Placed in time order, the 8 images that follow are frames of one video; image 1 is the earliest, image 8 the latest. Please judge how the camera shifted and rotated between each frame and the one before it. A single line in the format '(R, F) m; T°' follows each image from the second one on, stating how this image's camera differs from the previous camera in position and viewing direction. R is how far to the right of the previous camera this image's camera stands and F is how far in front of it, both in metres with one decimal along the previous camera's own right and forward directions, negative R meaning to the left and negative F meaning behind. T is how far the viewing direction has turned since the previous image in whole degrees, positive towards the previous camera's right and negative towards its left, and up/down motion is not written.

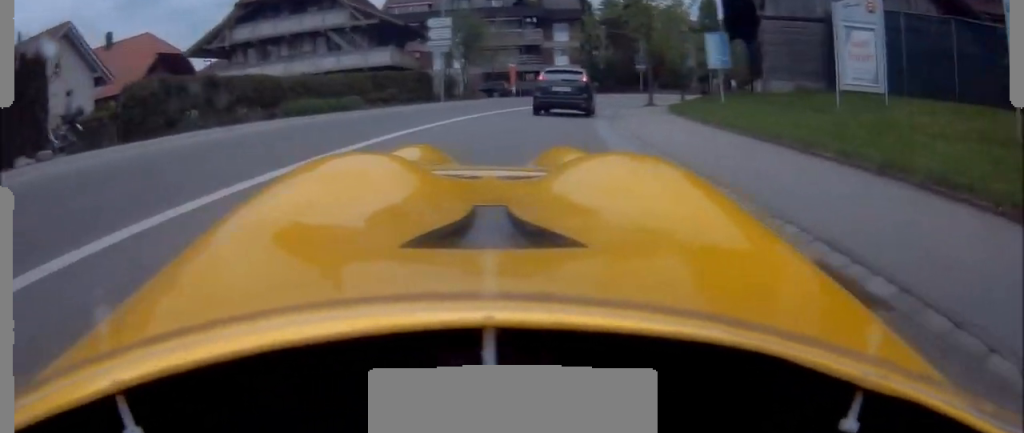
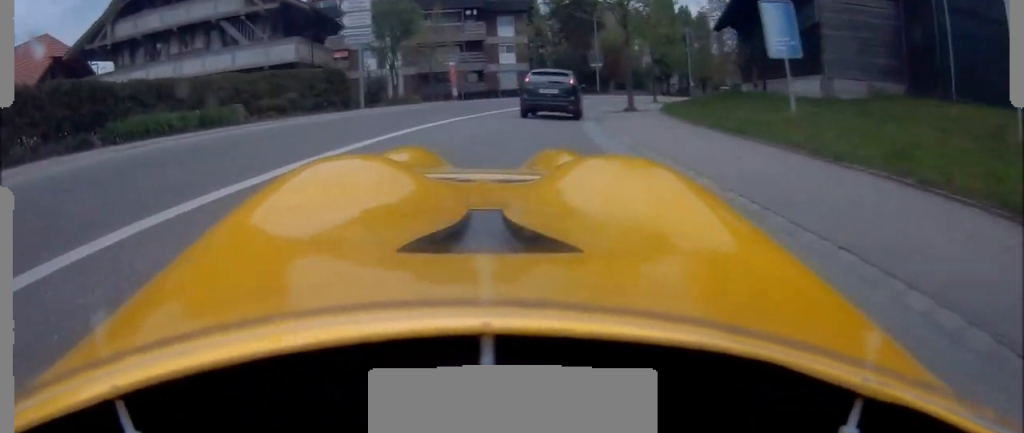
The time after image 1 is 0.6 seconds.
(-0.2, +6.6) m; +3°
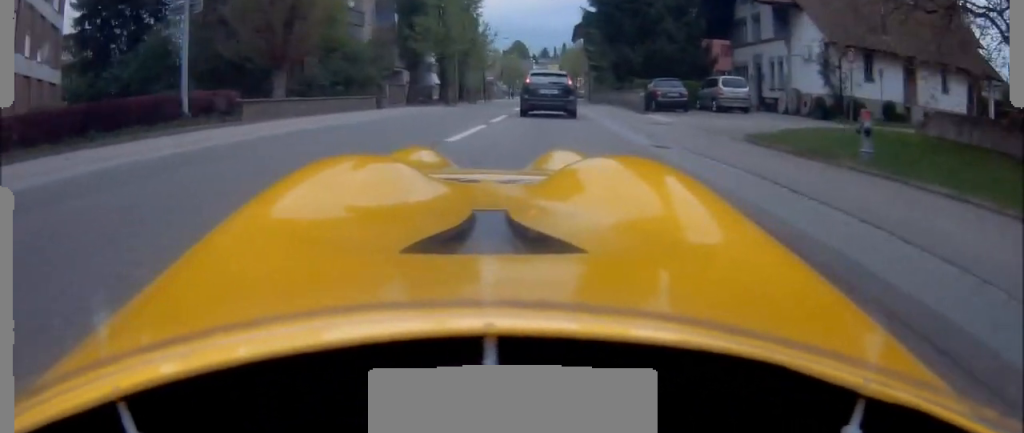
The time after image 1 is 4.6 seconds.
(+10.4, +43.9) m; +28°
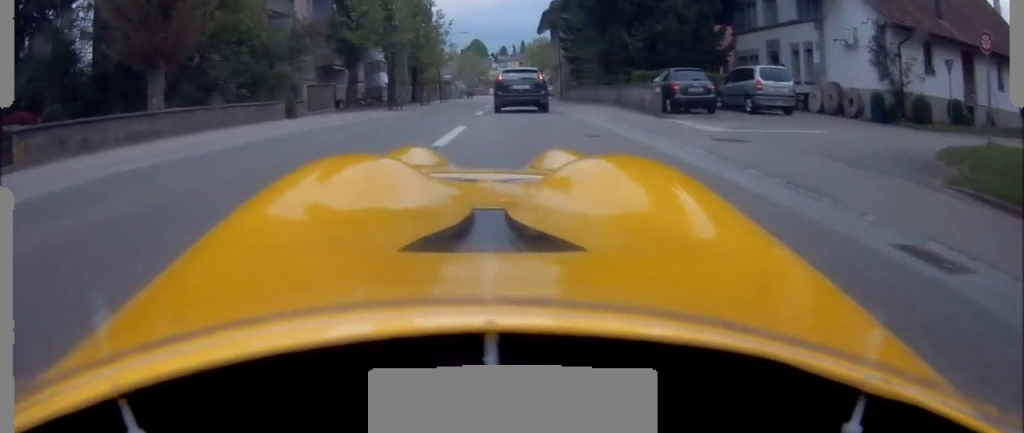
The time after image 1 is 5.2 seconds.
(+0.6, +7.3) m; +5°
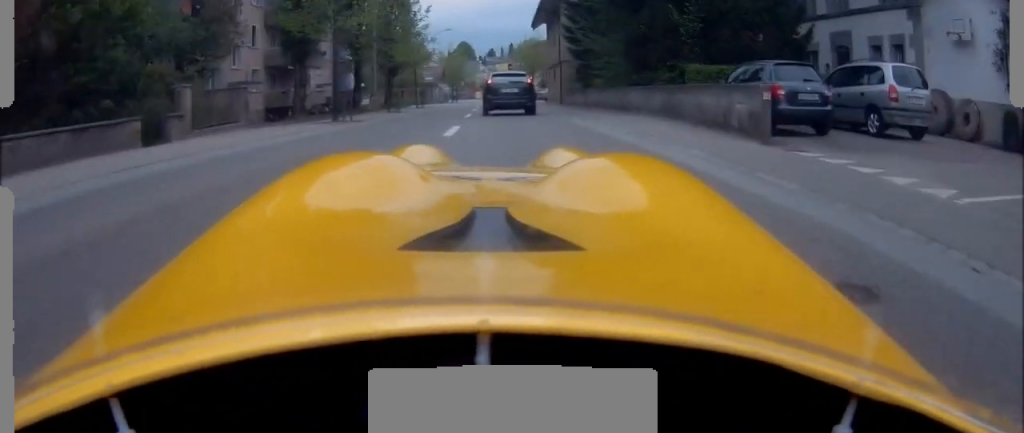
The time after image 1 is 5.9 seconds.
(+0.3, +7.6) m; +4°
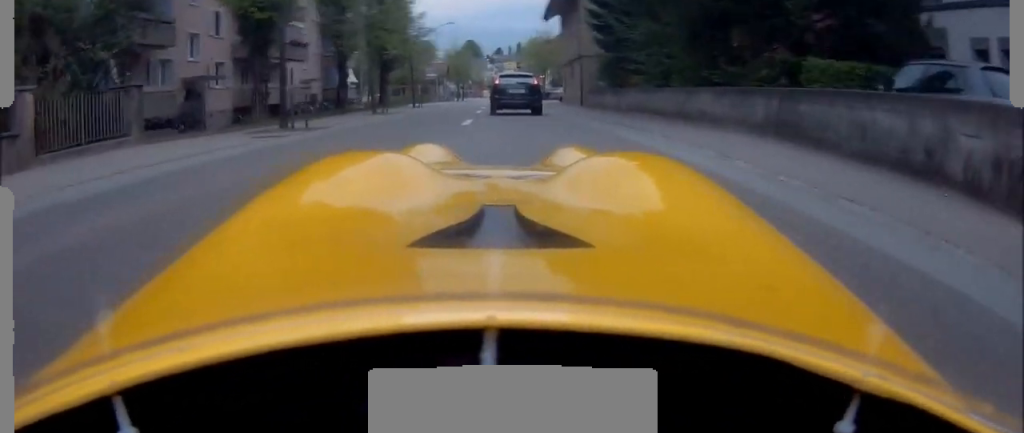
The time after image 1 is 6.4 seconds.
(+0.2, +5.5) m; +1°
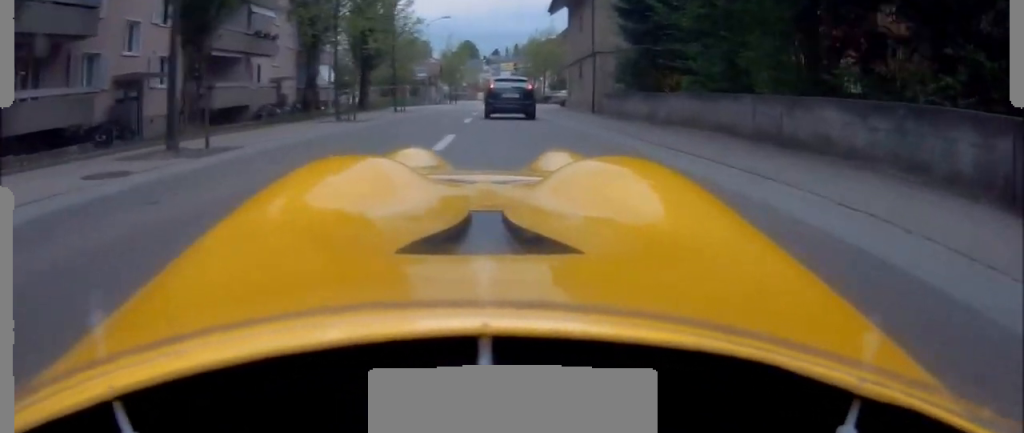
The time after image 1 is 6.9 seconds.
(+0.1, +5.4) m; +1°
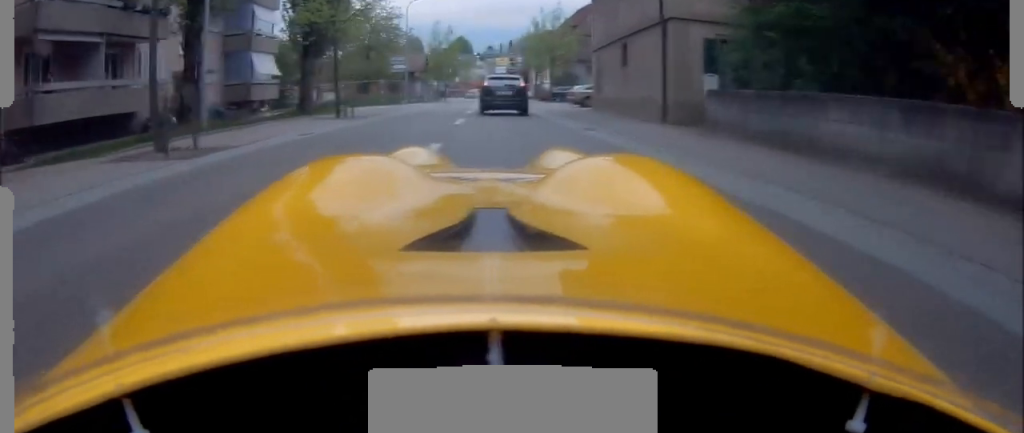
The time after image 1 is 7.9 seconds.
(0.0, +11.7) m; 0°
